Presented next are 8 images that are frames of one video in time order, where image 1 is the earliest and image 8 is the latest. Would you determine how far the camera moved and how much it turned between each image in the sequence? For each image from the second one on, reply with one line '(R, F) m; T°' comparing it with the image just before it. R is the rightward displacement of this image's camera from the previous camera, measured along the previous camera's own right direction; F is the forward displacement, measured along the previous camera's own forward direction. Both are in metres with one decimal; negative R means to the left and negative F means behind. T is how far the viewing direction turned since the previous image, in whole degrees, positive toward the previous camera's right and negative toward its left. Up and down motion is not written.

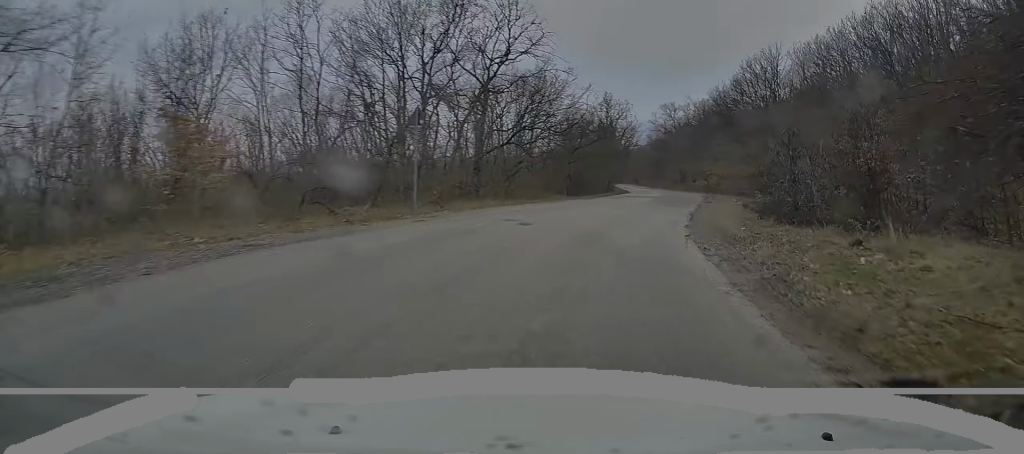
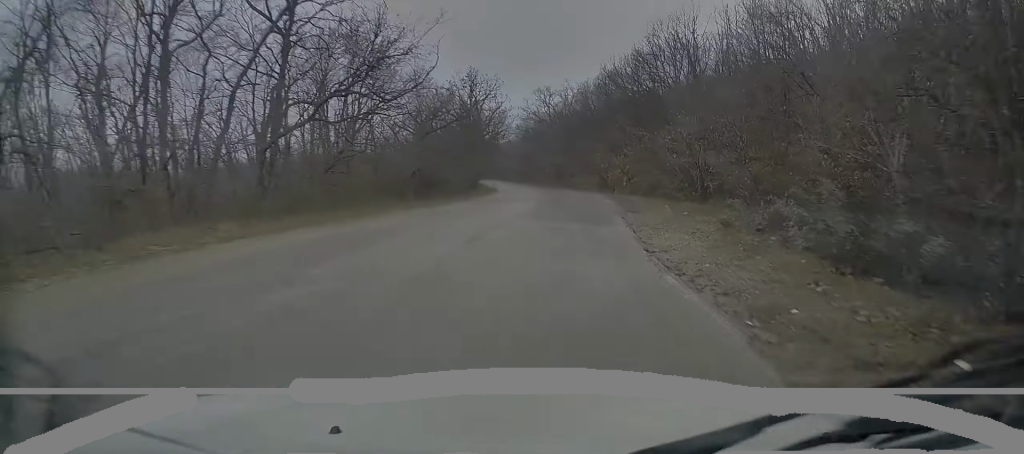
(+1.1, +14.7) m; +7°
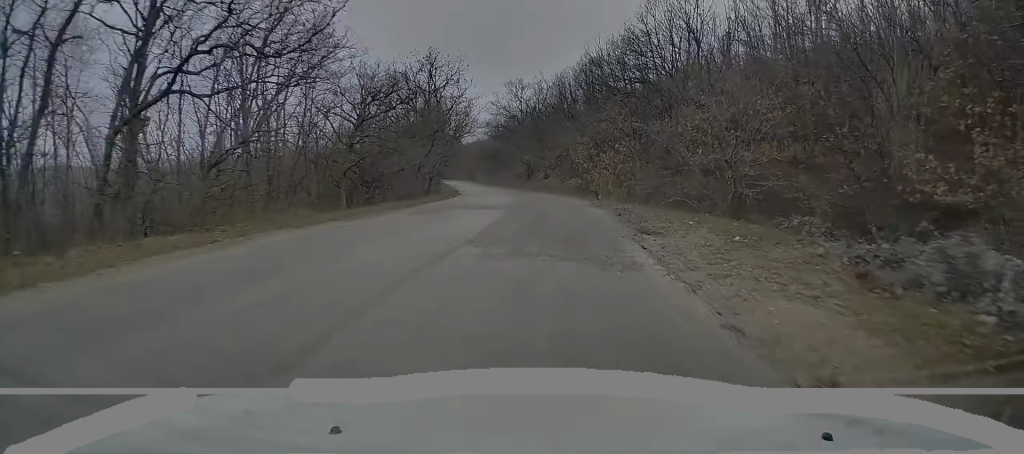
(+0.2, +8.2) m; +3°
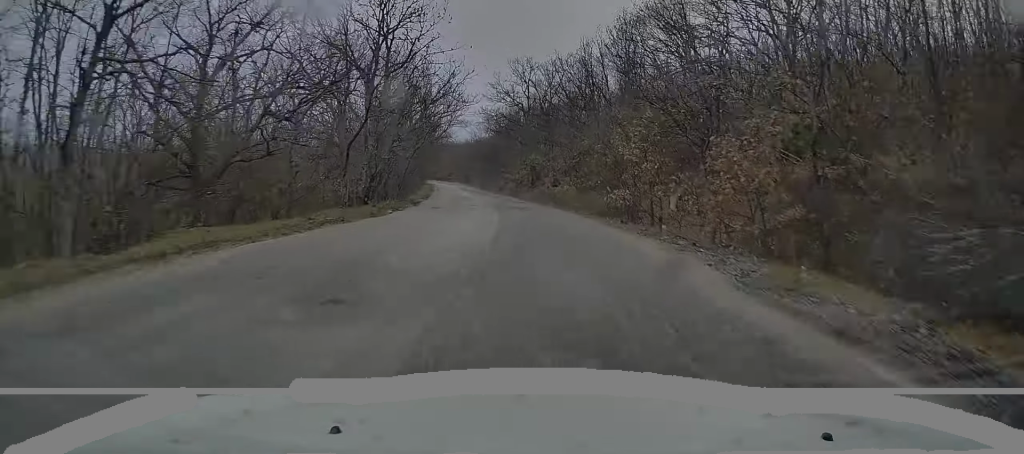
(+0.5, +18.0) m; +1°
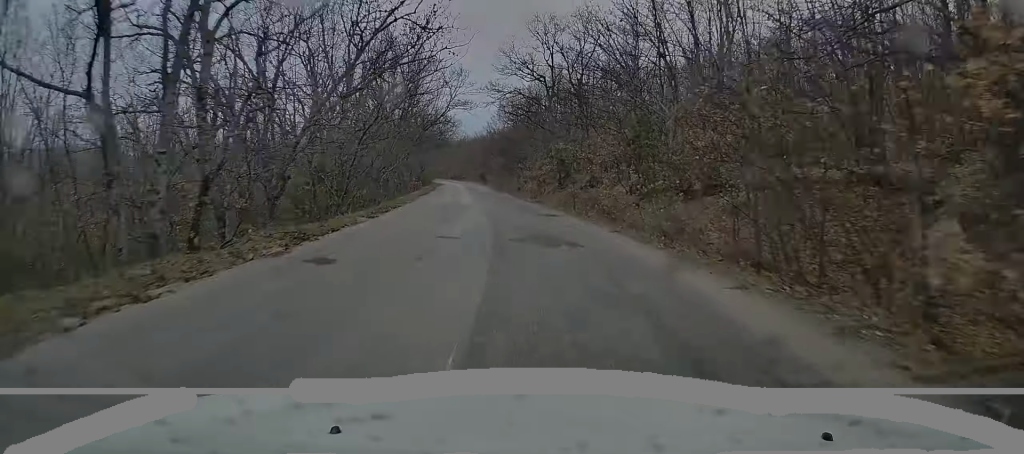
(-0.4, +15.8) m; -1°
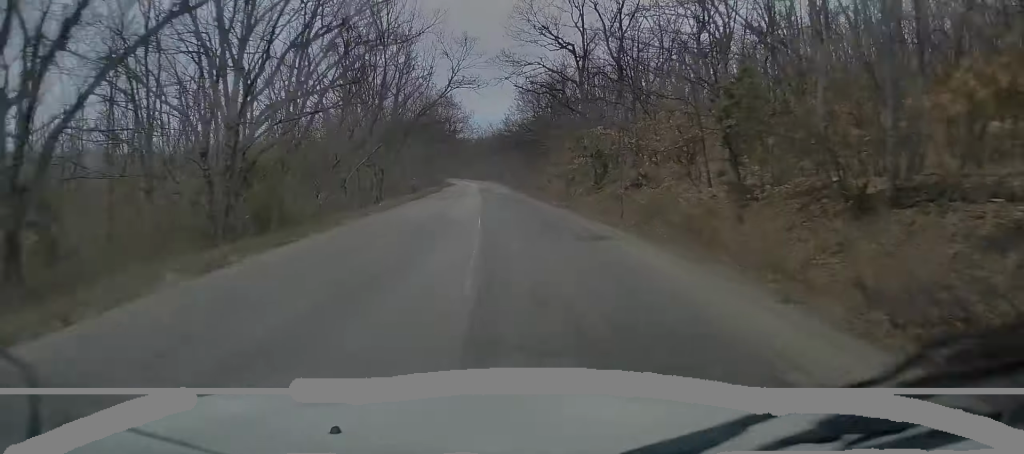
(+0.2, +10.7) m; -1°
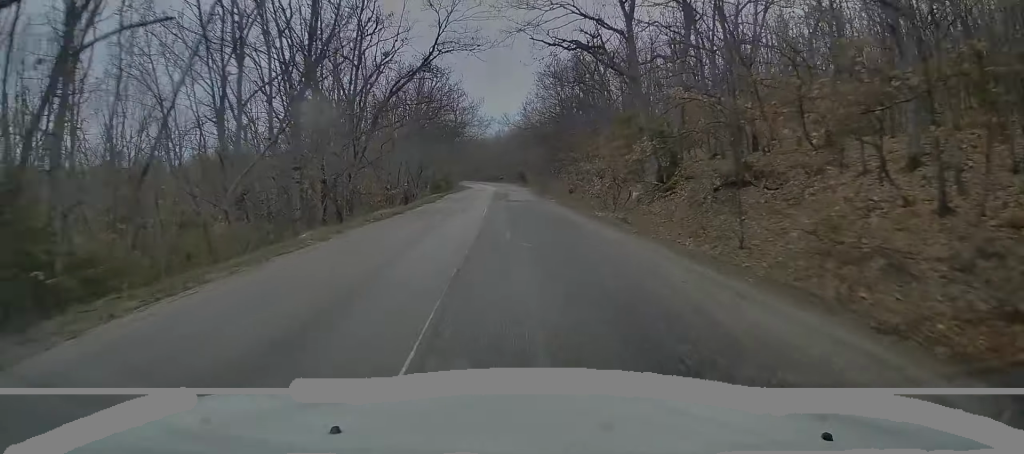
(-0.5, +11.6) m; -3°
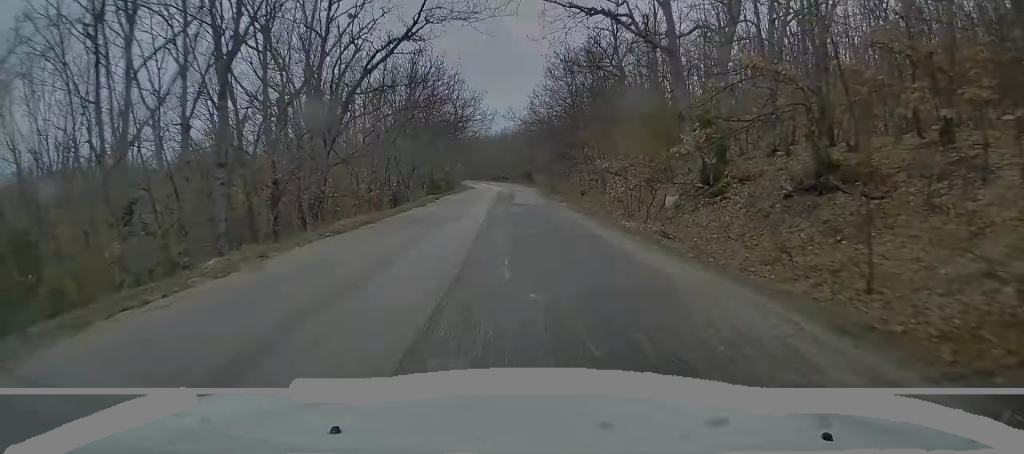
(0.0, +5.1) m; -1°
